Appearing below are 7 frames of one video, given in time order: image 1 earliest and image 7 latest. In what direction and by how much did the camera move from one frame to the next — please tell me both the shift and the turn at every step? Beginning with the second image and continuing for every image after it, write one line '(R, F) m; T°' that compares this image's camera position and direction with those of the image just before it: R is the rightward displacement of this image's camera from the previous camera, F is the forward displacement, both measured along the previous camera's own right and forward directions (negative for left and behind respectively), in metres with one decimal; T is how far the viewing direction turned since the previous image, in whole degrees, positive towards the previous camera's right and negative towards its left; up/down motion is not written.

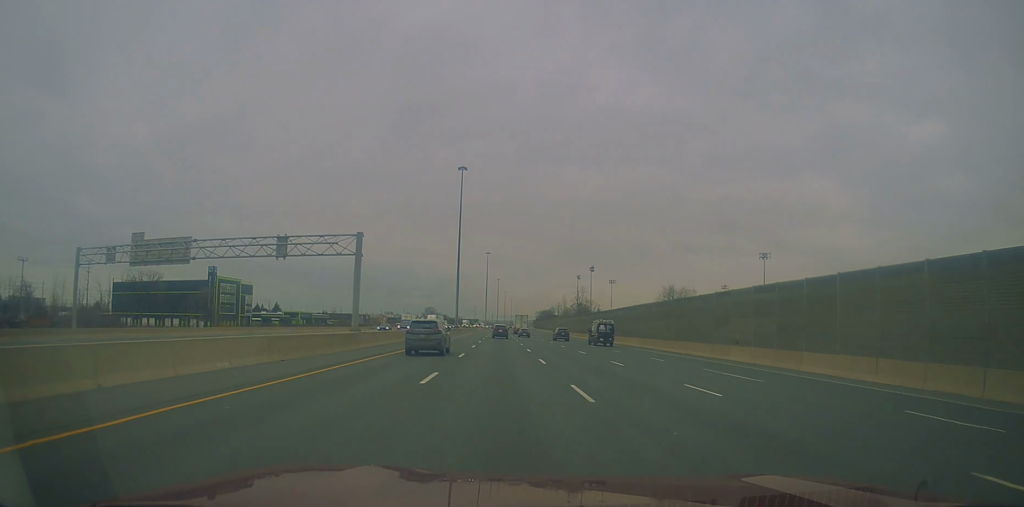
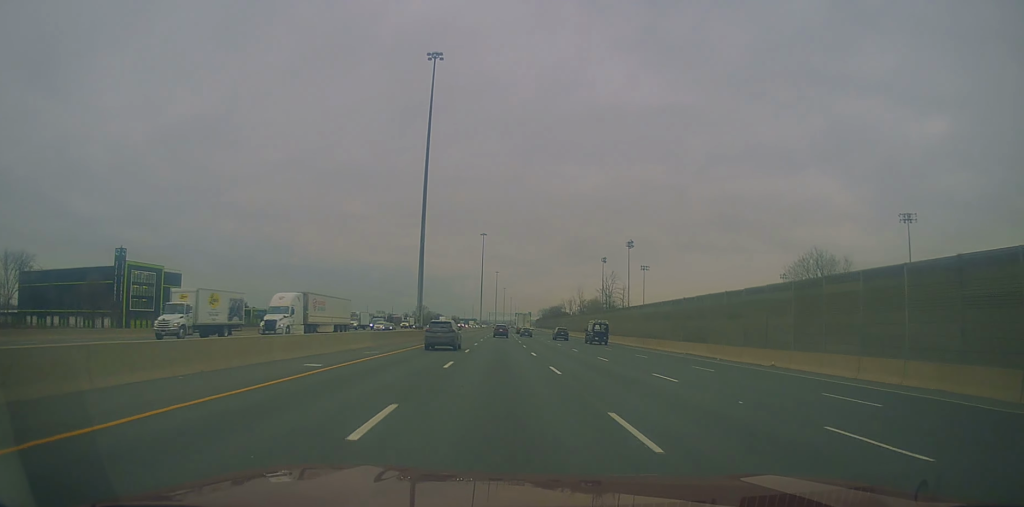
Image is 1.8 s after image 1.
(-0.2, +57.0) m; 0°
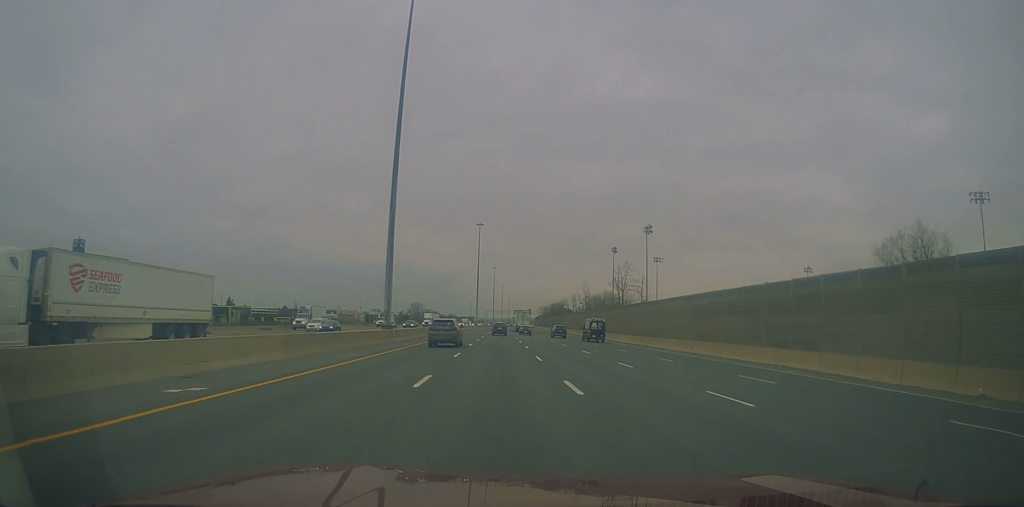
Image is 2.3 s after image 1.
(-0.3, +18.3) m; 0°
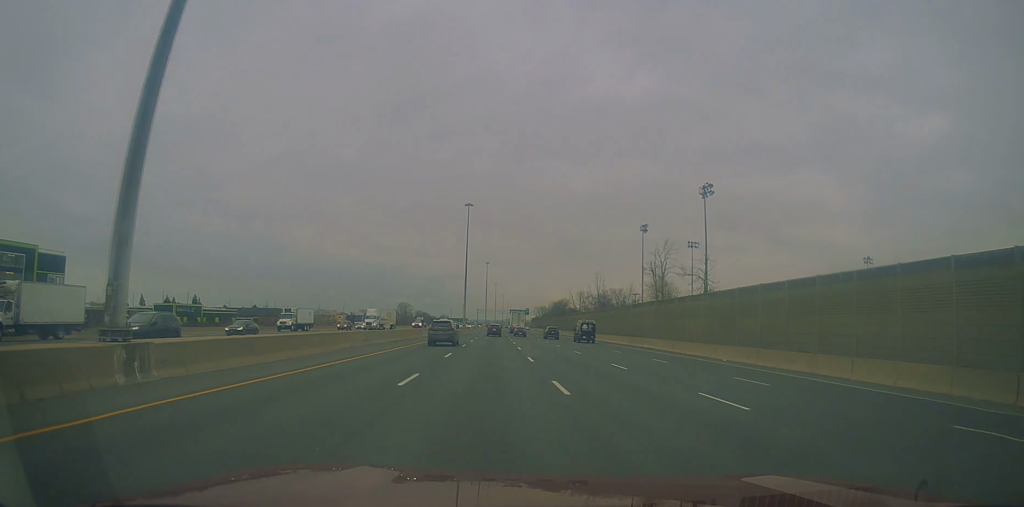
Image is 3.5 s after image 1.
(+0.4, +36.7) m; +1°
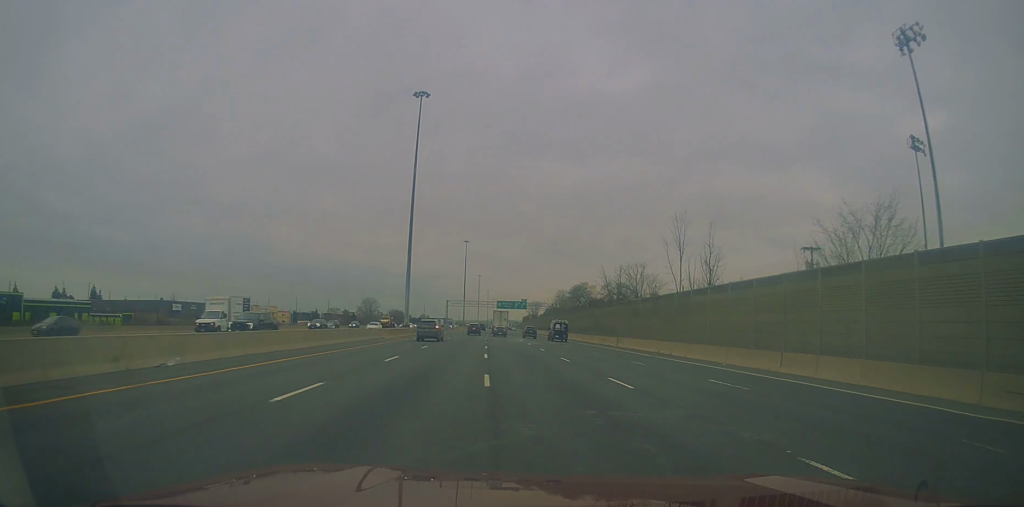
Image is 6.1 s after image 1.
(+1.7, +84.1) m; +2°
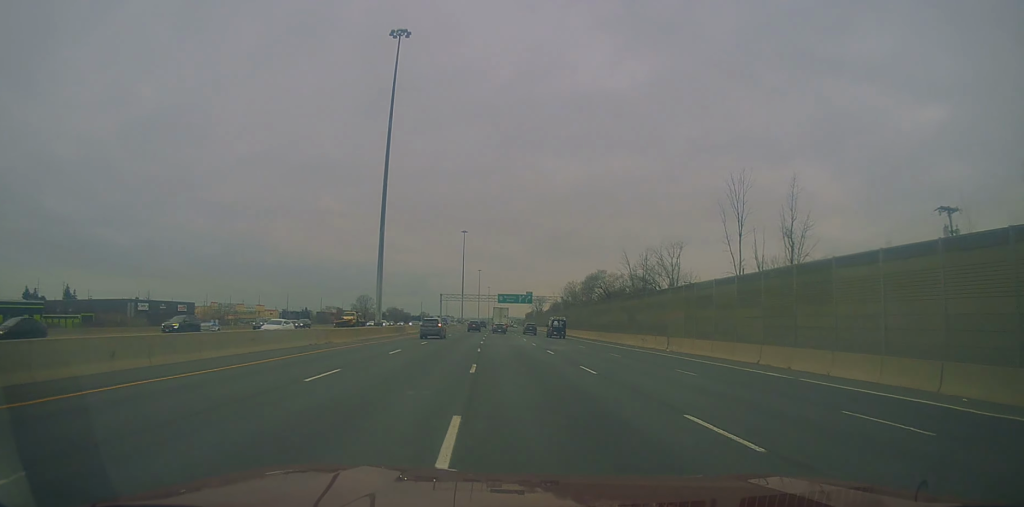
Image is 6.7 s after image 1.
(0.0, +20.2) m; 0°
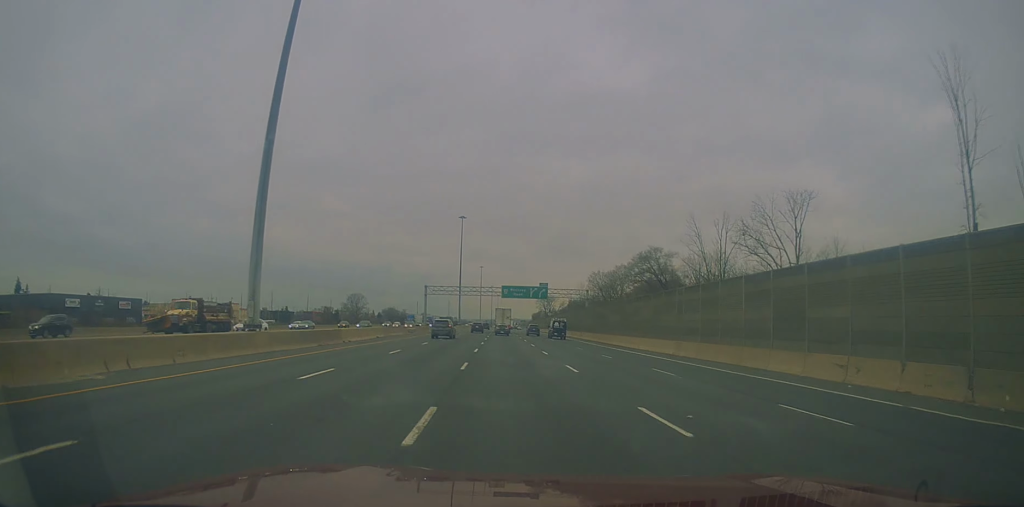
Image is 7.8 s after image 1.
(-0.2, +33.5) m; -1°
